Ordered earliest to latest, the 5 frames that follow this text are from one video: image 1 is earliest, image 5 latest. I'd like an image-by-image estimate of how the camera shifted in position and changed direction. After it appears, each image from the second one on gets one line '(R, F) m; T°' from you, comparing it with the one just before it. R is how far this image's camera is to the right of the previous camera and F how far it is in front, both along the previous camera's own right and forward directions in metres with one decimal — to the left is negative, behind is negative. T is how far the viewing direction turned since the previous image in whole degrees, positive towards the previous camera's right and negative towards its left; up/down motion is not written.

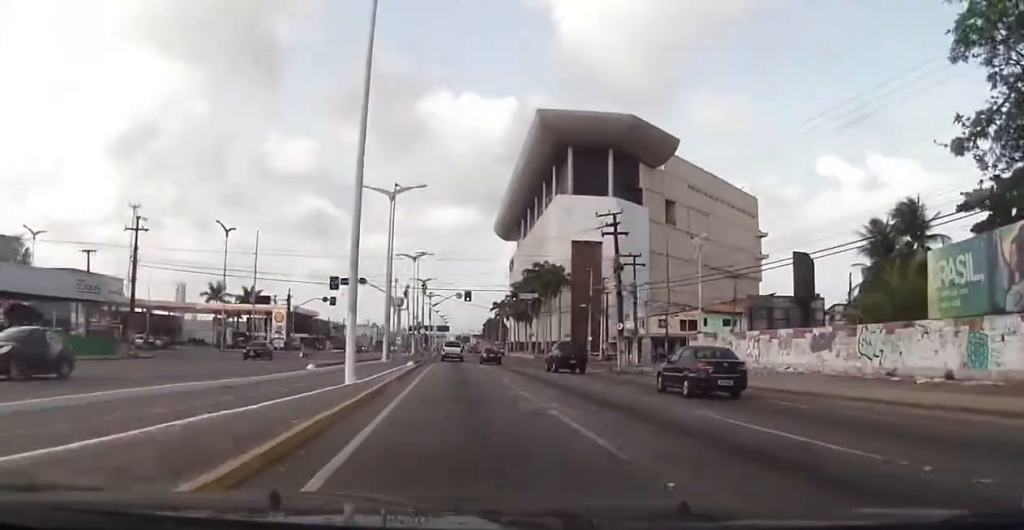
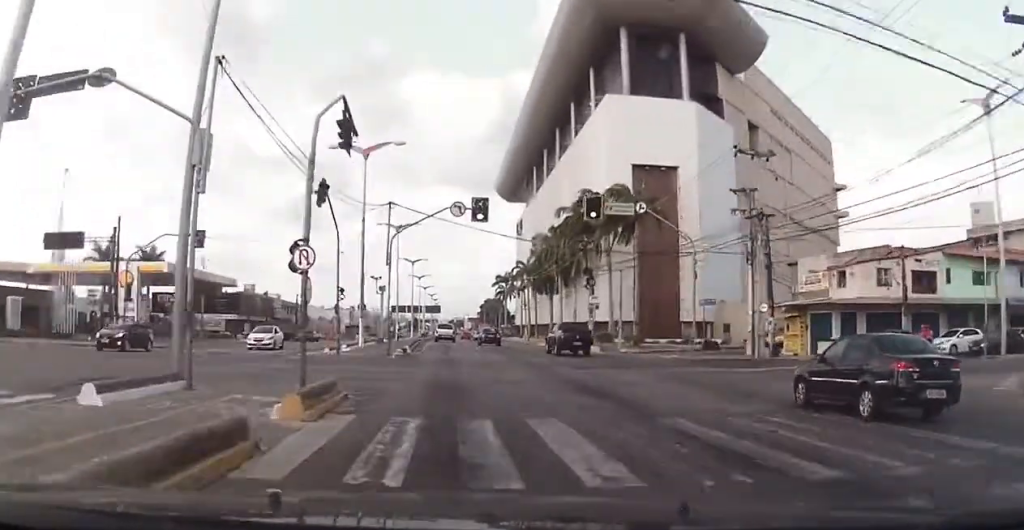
(+1.3, +45.9) m; 0°
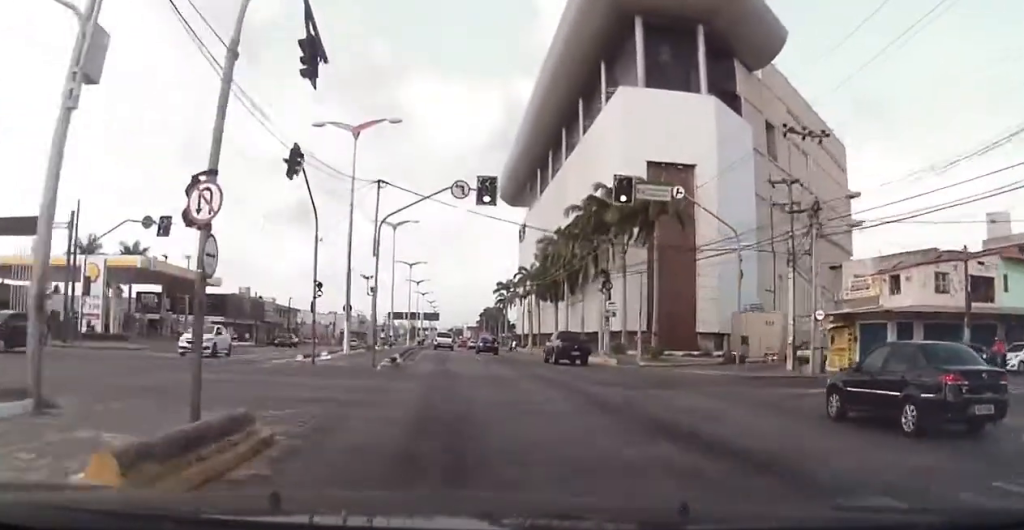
(+0.1, +5.7) m; +1°
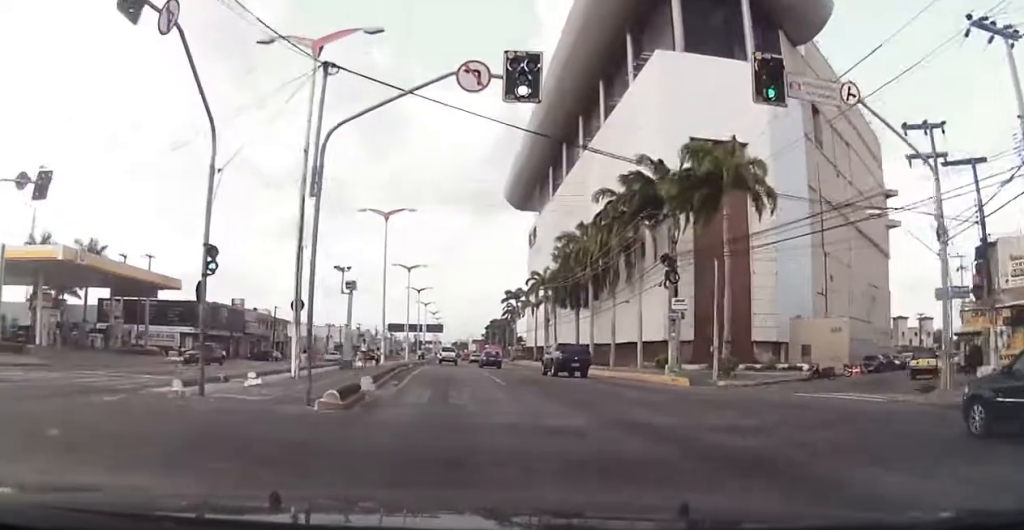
(+0.1, +13.2) m; +3°
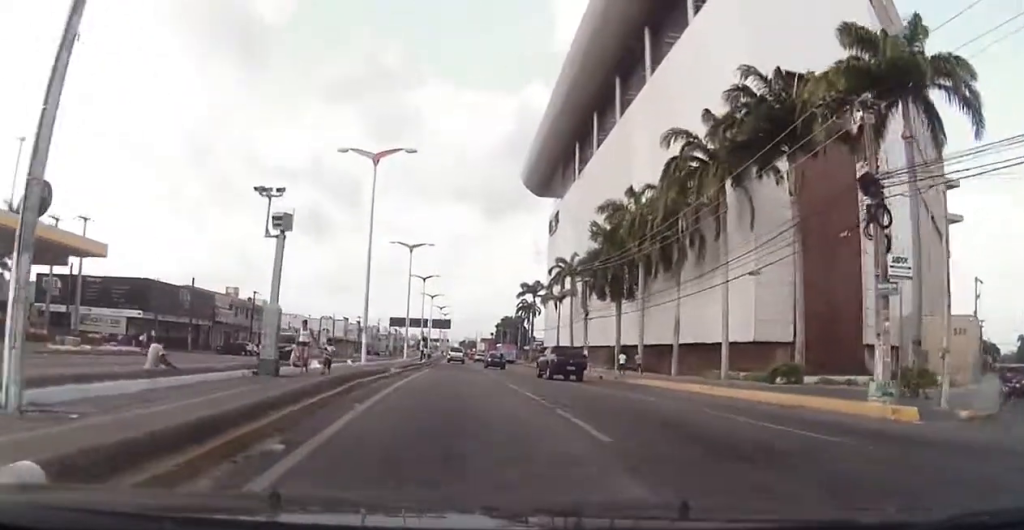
(+0.3, +16.7) m; -1°
